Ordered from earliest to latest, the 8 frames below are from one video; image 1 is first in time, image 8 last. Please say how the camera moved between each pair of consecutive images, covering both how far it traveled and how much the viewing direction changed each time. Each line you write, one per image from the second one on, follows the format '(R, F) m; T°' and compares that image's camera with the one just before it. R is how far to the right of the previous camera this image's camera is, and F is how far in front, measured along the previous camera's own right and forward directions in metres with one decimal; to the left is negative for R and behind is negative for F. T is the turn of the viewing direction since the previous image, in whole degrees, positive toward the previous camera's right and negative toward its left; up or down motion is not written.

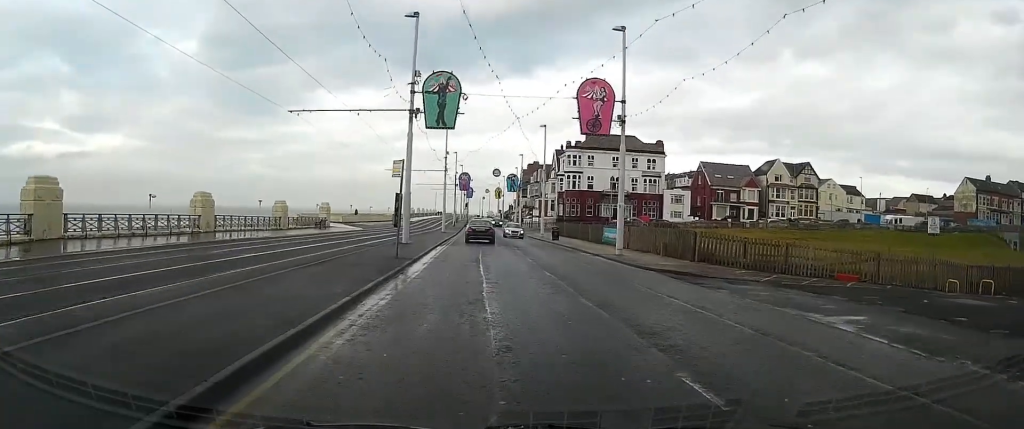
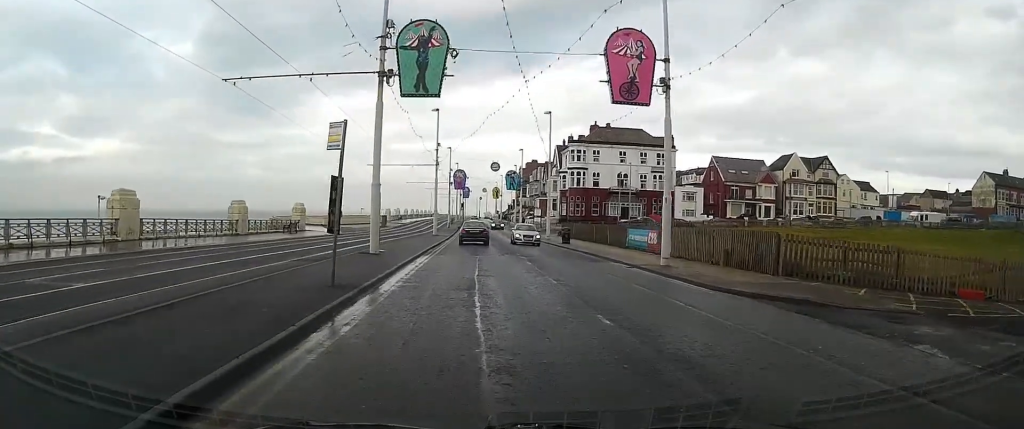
(0.0, +8.2) m; 0°
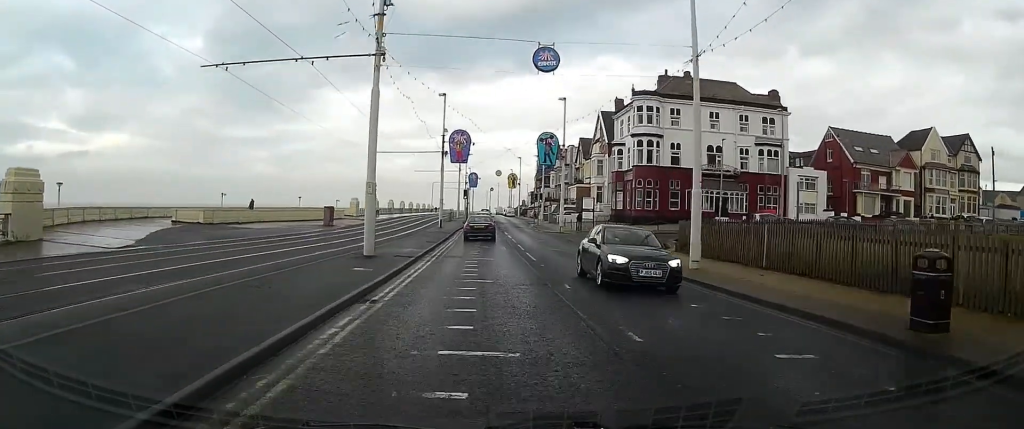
(-0.4, +36.6) m; 0°
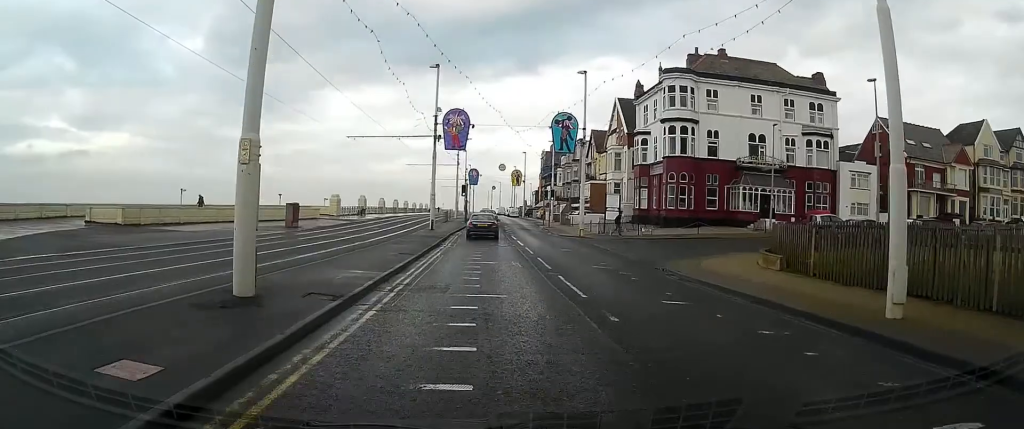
(+0.1, +10.2) m; 0°
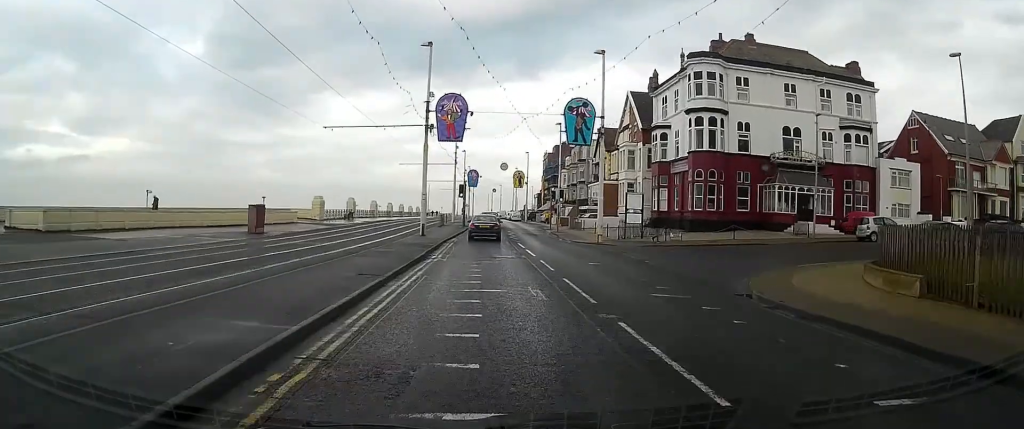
(0.0, +6.7) m; 0°
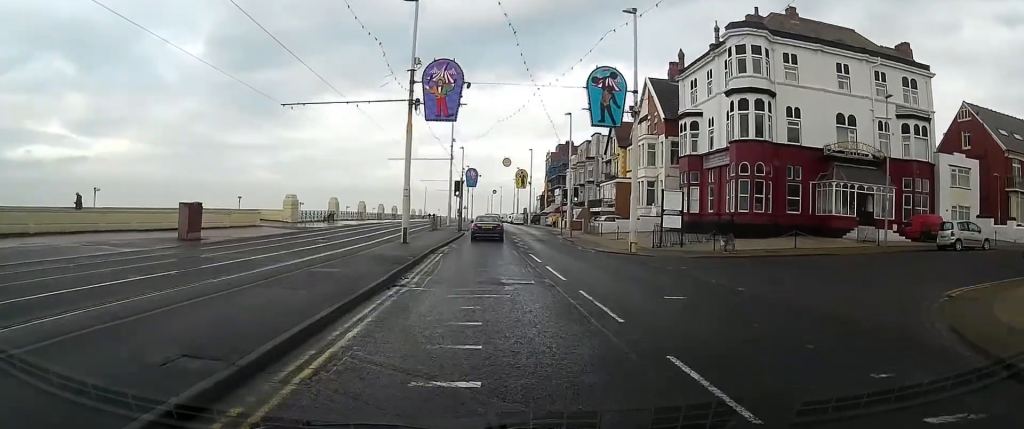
(0.0, +8.3) m; 0°
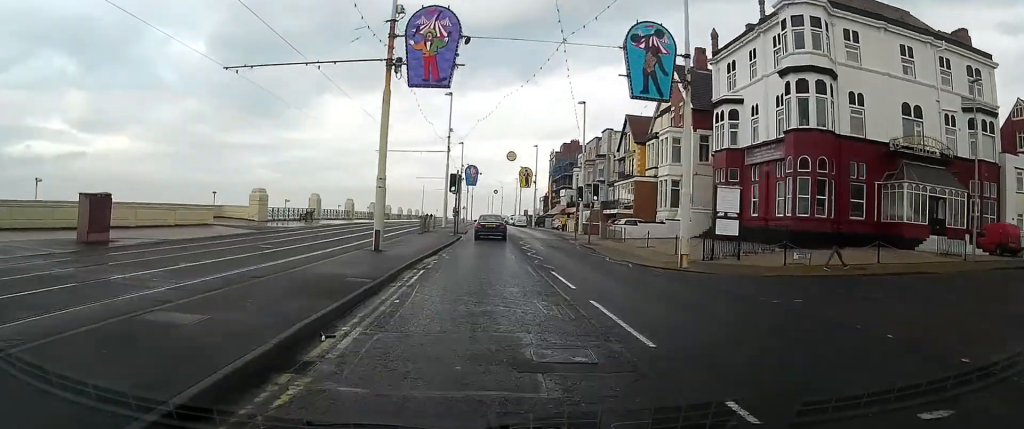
(+0.1, +7.5) m; 0°
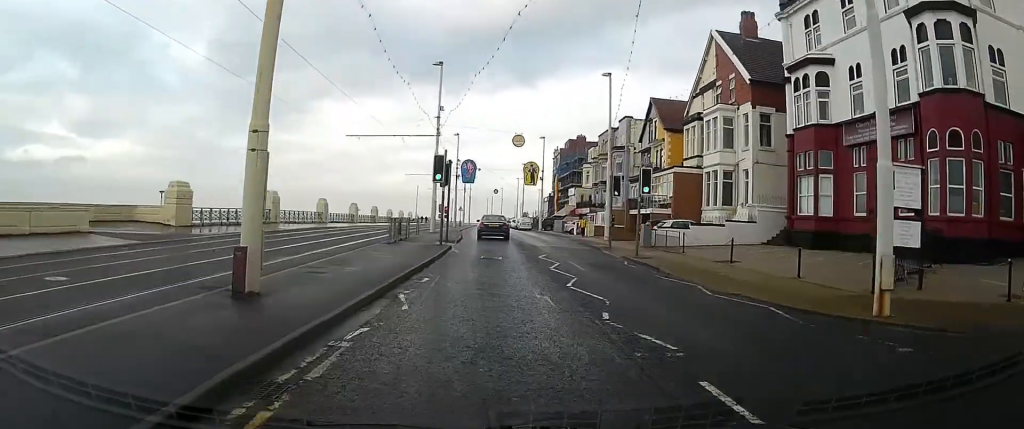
(0.0, +11.7) m; 0°
